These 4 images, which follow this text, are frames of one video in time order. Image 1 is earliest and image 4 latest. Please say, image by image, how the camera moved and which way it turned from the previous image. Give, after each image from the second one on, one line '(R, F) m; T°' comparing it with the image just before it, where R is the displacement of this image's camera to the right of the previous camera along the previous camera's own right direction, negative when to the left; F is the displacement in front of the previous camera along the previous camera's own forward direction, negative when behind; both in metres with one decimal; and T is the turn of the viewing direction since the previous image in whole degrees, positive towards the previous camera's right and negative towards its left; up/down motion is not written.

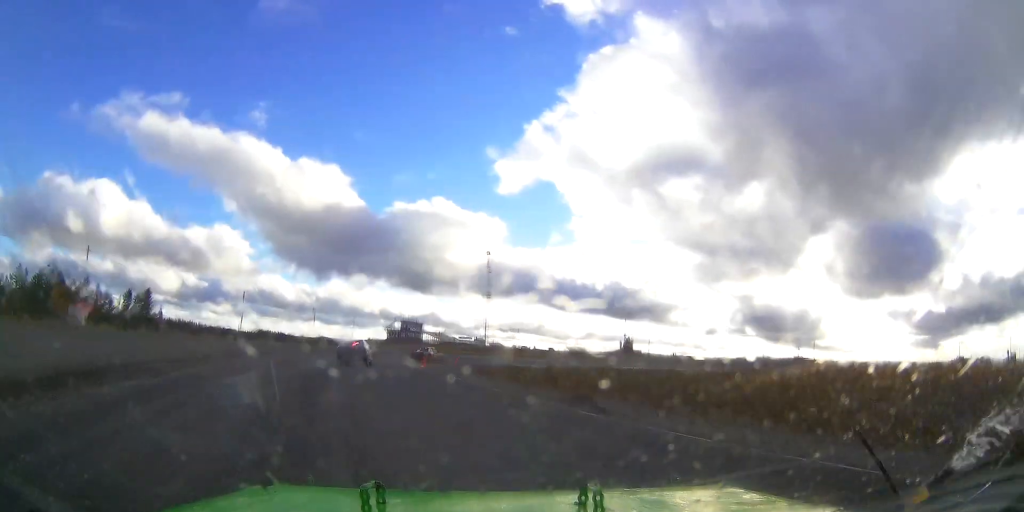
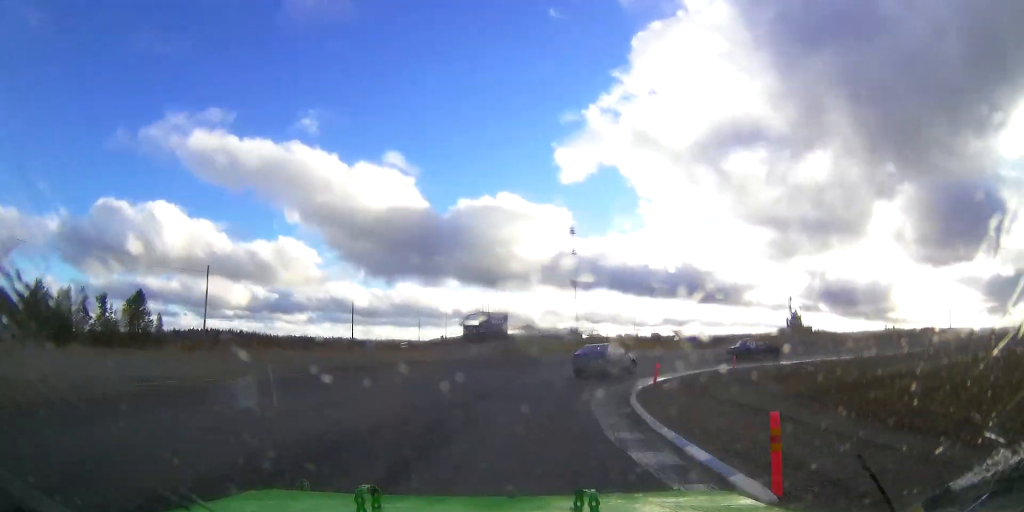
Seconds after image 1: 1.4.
(+8.0, +25.6) m; +32°
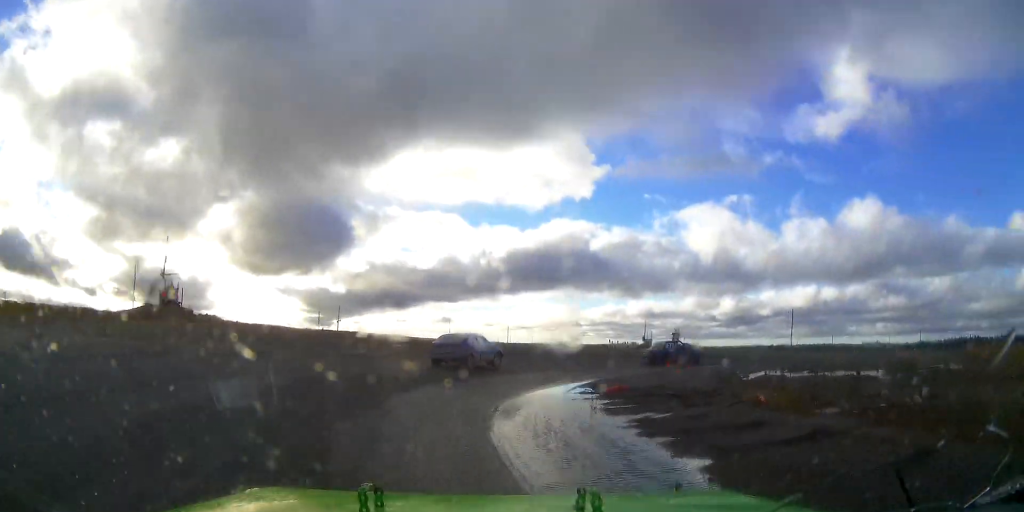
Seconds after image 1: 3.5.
(+3.4, +28.9) m; +39°
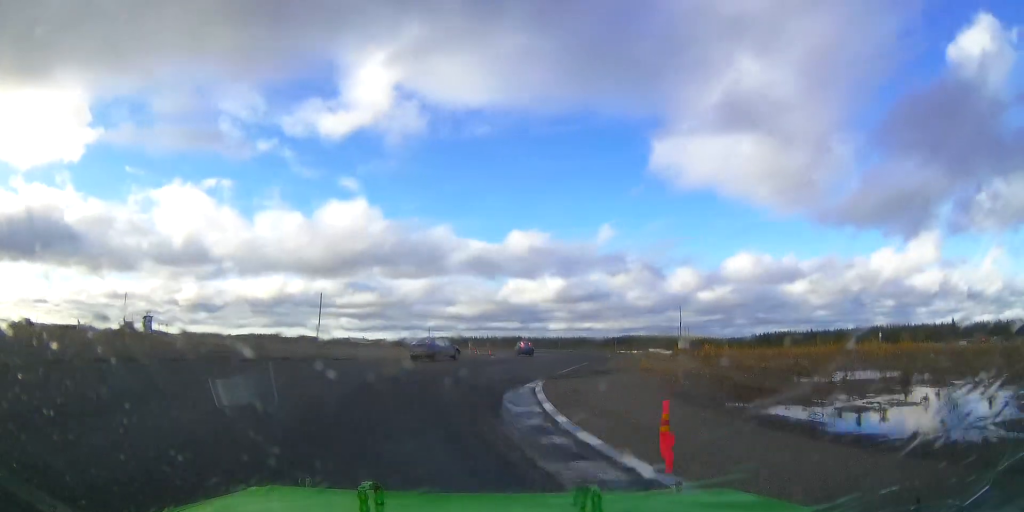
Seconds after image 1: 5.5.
(+16.8, +18.2) m; +67°
